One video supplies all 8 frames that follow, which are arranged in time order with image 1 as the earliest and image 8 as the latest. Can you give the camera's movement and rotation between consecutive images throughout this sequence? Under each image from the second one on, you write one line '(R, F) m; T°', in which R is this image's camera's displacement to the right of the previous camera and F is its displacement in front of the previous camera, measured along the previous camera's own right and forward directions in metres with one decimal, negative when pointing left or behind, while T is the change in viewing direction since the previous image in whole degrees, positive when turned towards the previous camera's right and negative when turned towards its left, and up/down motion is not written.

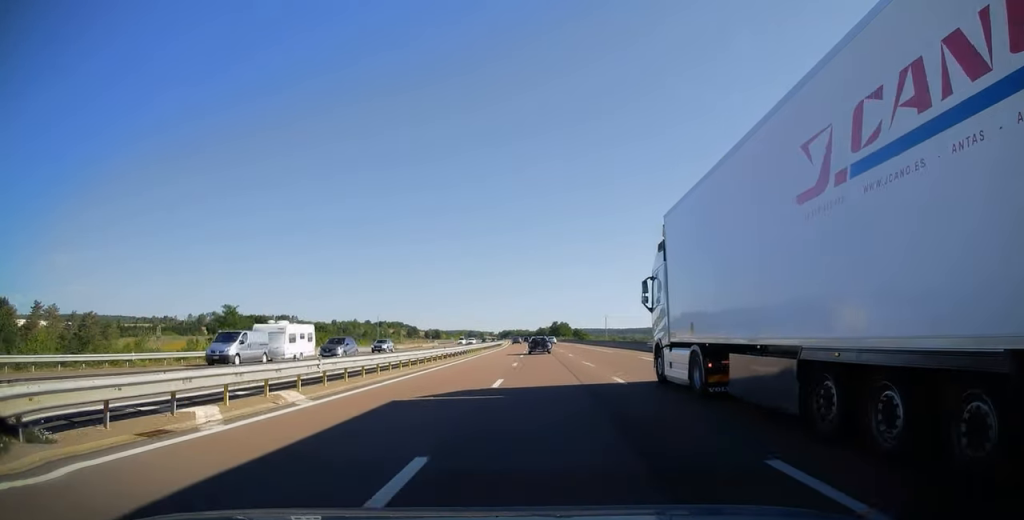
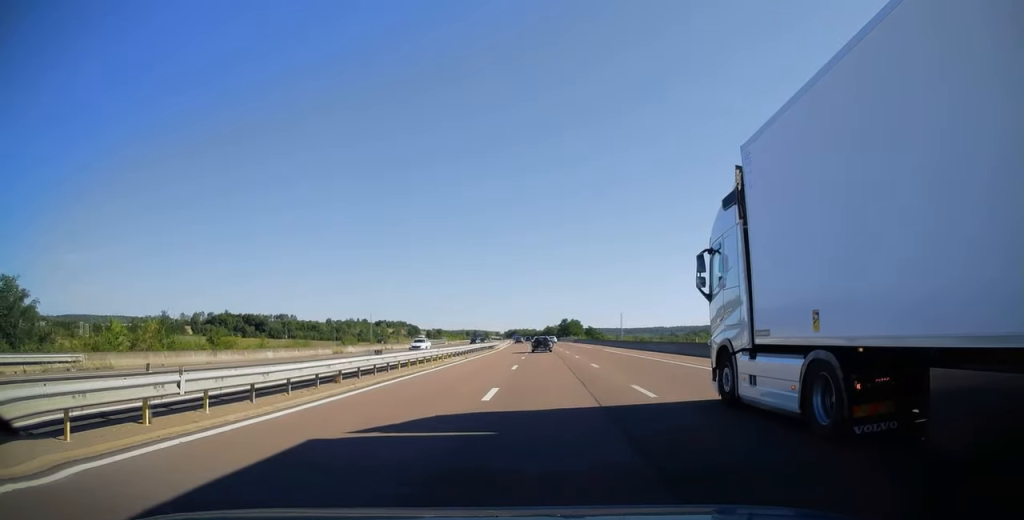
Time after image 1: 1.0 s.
(-0.2, +29.3) m; -1°
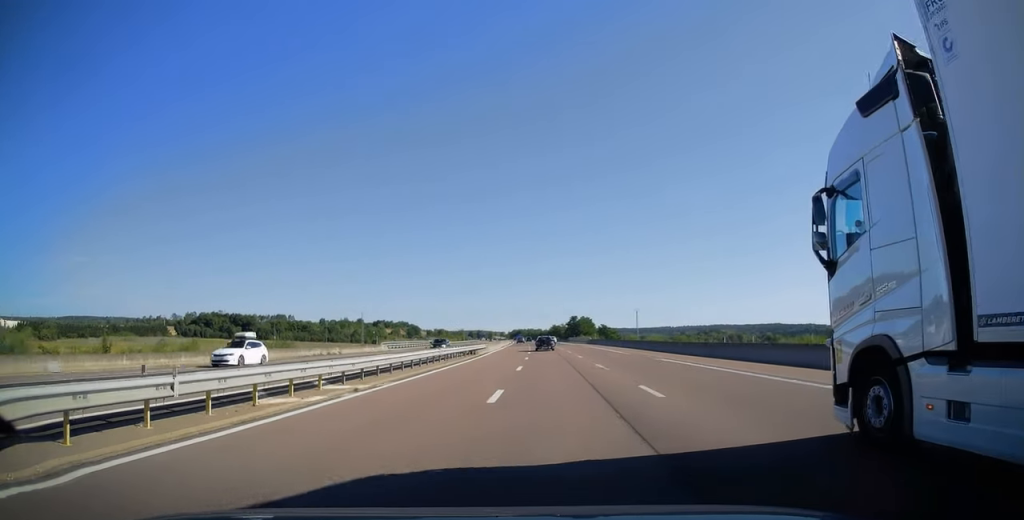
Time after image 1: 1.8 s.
(-0.1, +26.3) m; 0°
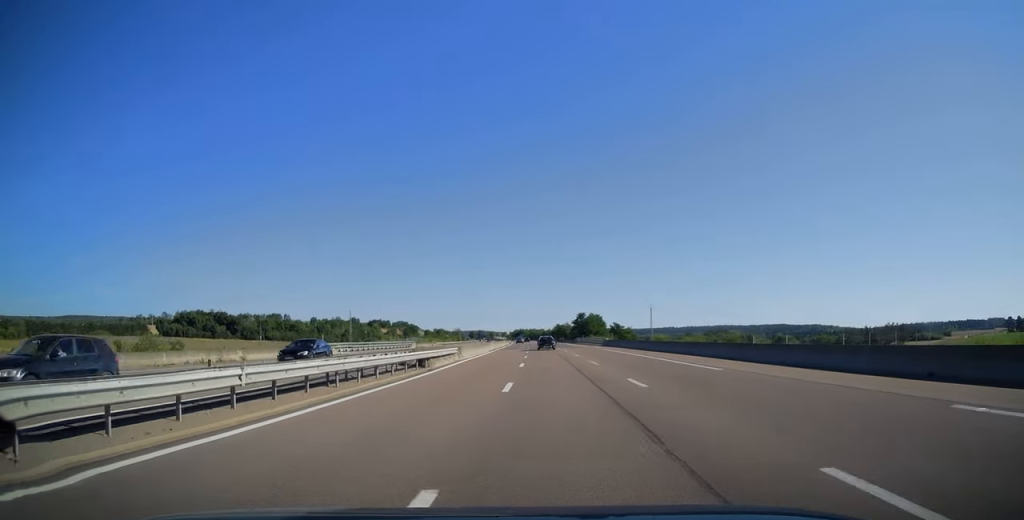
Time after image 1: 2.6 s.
(0.0, +23.1) m; 0°
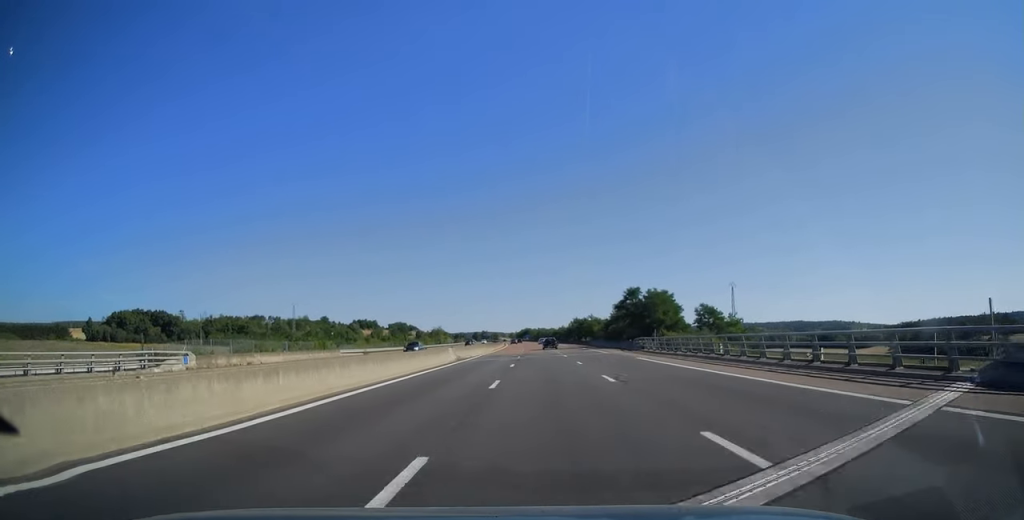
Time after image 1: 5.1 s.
(-1.0, +75.5) m; -1°
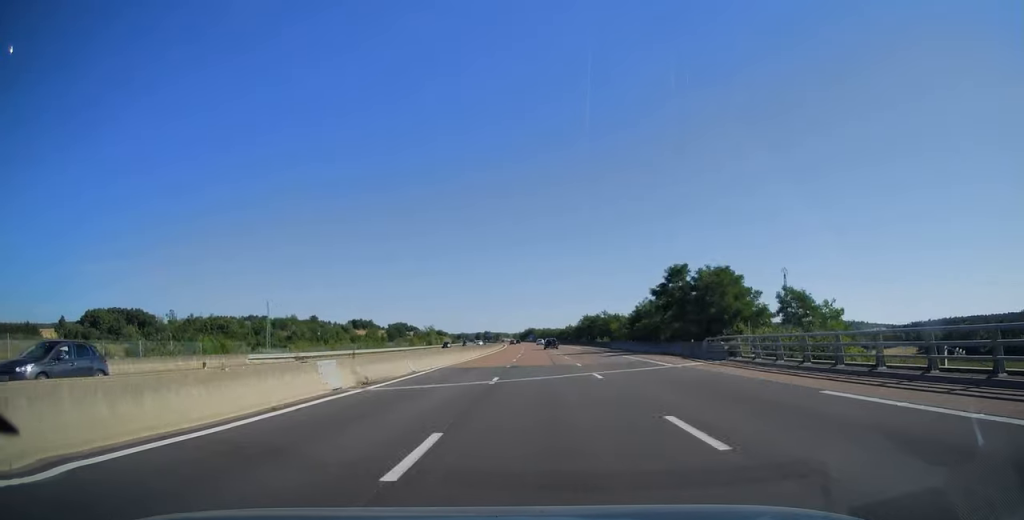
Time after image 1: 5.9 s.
(0.0, +24.2) m; 0°
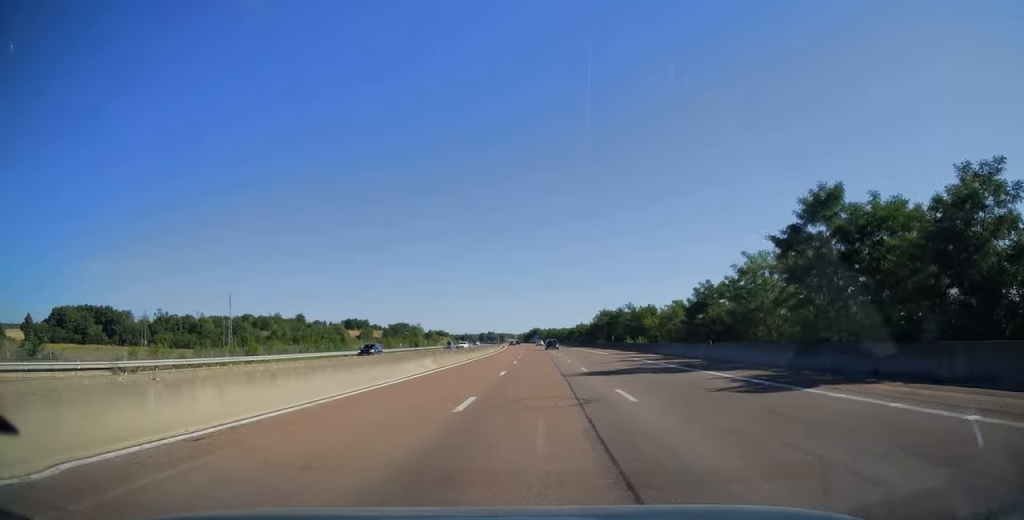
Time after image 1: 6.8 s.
(-0.3, +27.7) m; -1°
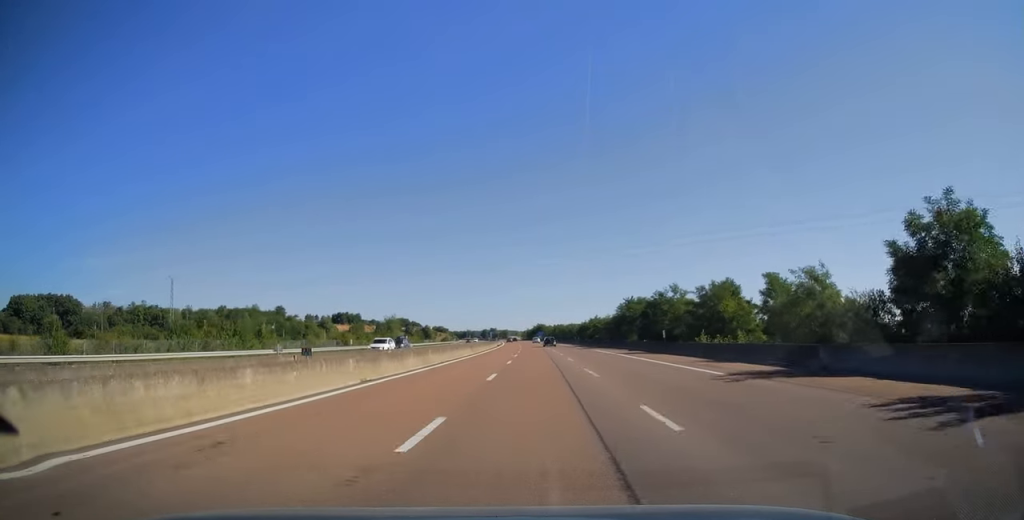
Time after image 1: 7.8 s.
(-0.1, +30.4) m; 0°
